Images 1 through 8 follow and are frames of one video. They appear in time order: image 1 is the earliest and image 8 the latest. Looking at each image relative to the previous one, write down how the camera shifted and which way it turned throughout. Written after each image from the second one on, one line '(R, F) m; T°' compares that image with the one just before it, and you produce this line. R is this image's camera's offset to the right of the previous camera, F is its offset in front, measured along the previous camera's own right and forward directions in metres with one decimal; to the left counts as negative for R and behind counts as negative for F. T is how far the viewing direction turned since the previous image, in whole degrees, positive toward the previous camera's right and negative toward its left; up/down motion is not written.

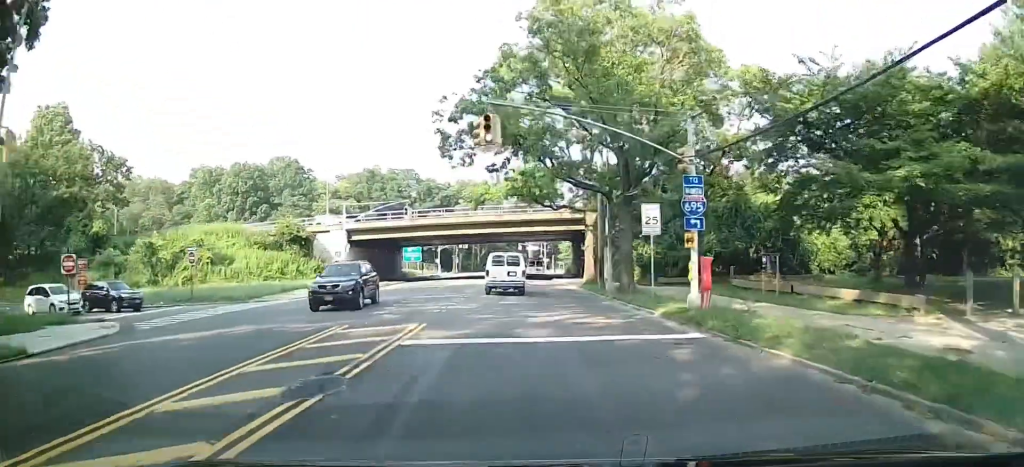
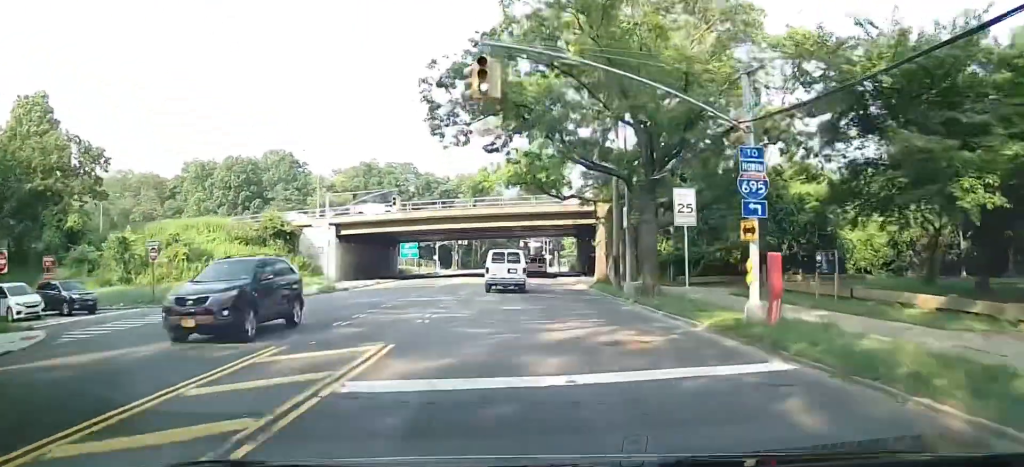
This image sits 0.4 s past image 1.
(0.0, +4.3) m; 0°
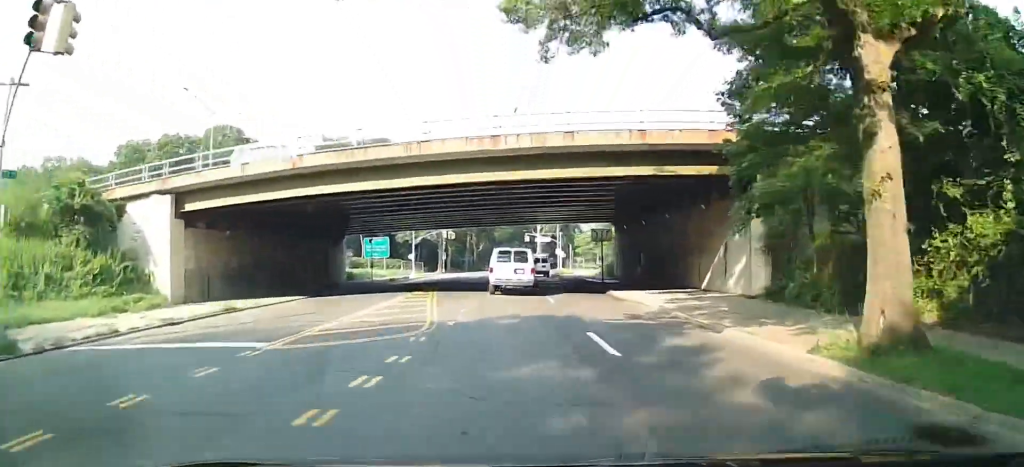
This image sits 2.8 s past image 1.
(-0.4, +25.6) m; -1°
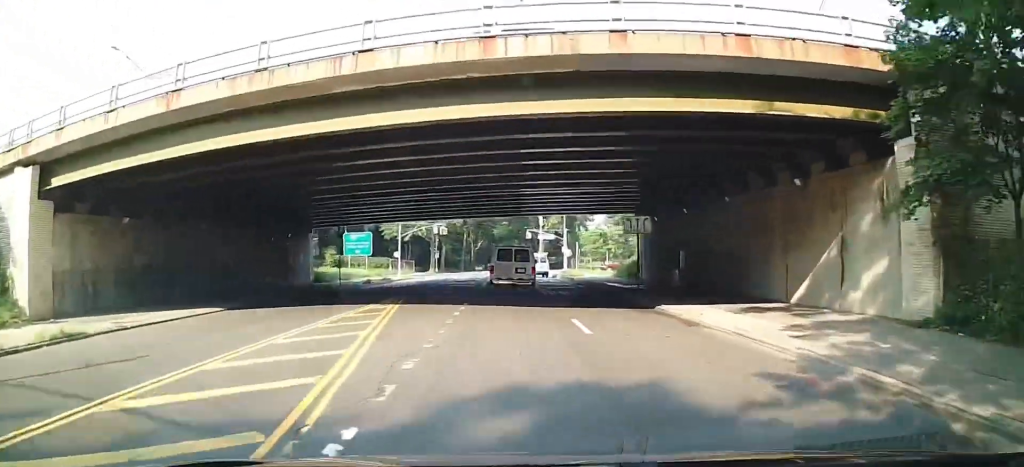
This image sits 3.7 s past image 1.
(0.0, +8.9) m; 0°
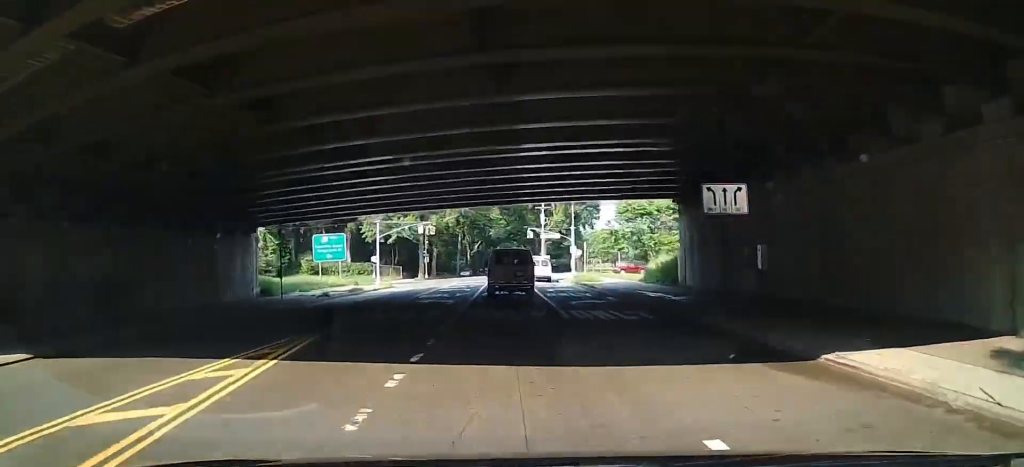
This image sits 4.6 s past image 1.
(-0.1, +9.9) m; 0°
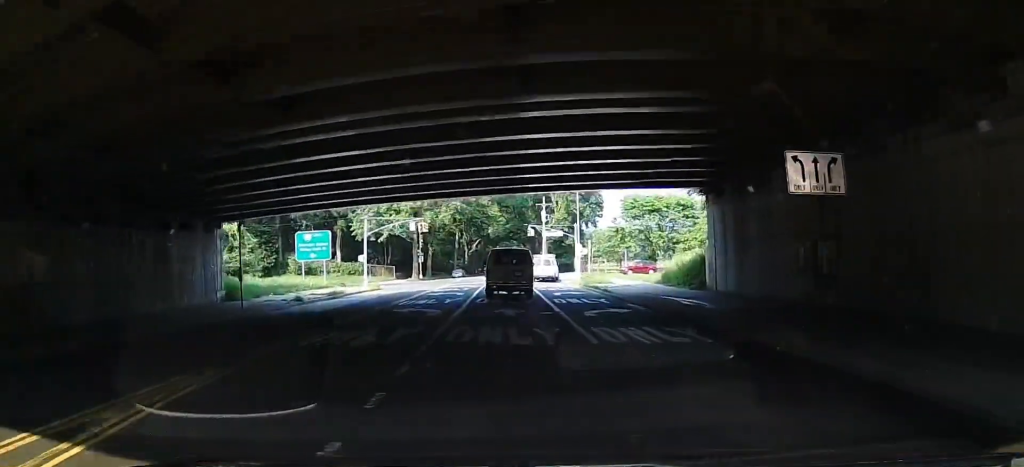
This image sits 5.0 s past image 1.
(0.0, +4.5) m; +1°
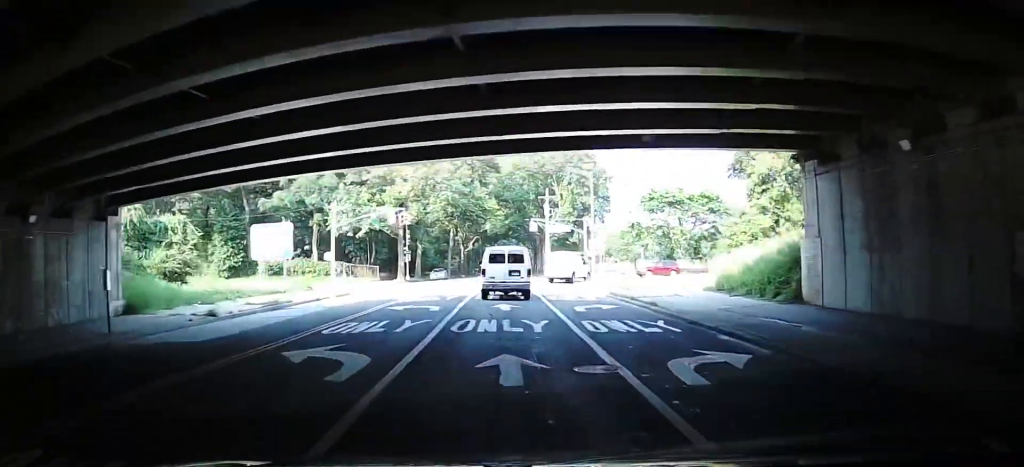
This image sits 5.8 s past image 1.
(+0.1, +9.1) m; +1°
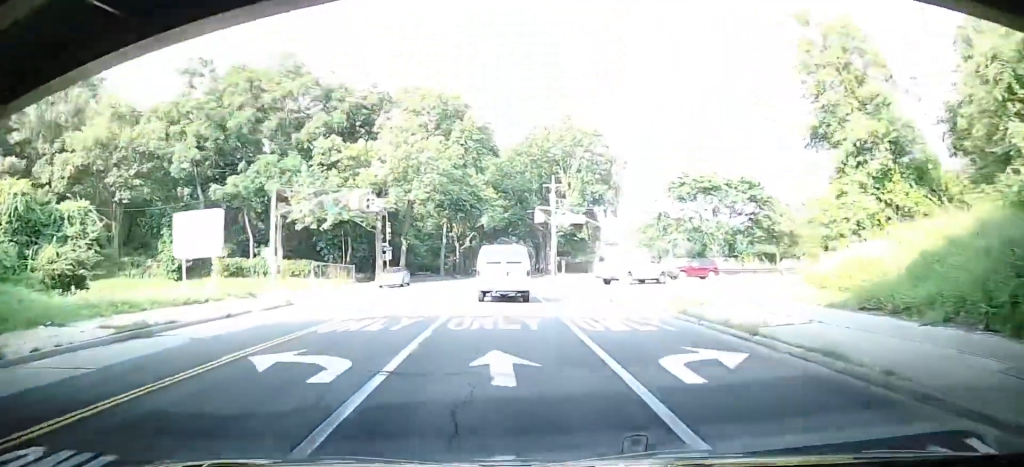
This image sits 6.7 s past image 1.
(+0.2, +11.3) m; -1°
